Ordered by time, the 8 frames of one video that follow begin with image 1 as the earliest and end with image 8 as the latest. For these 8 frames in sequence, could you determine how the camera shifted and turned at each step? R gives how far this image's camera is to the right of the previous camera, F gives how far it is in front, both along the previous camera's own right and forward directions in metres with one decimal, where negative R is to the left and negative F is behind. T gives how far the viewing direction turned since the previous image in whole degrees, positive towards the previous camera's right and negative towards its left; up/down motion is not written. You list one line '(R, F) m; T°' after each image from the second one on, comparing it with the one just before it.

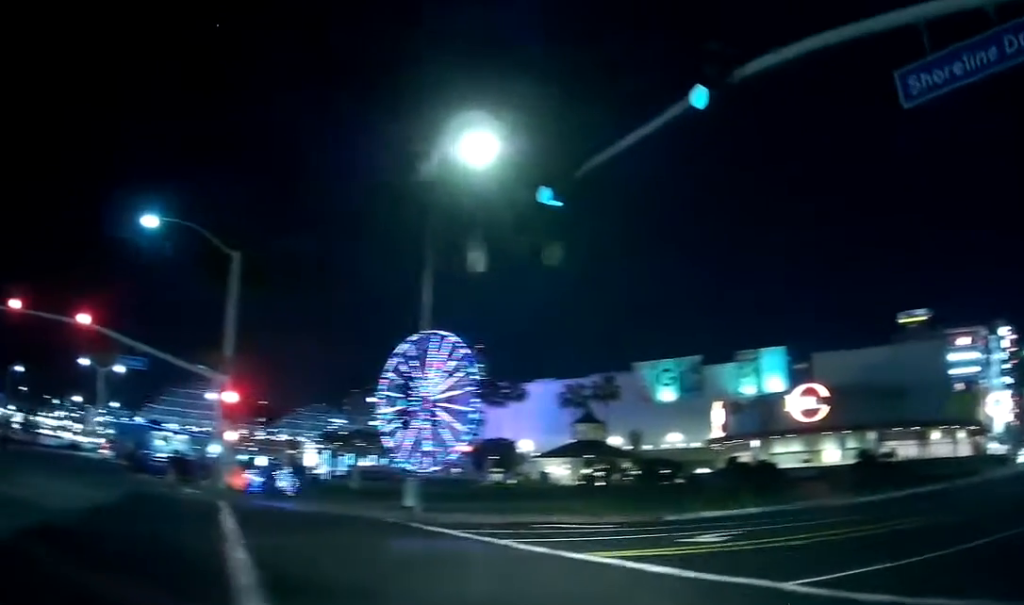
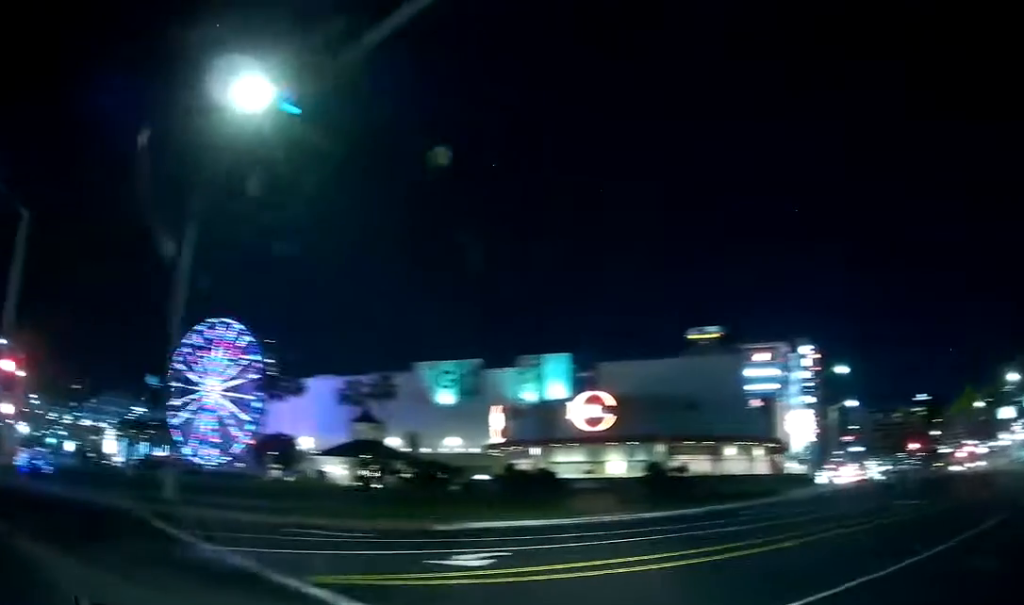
(+0.8, +3.7) m; +14°
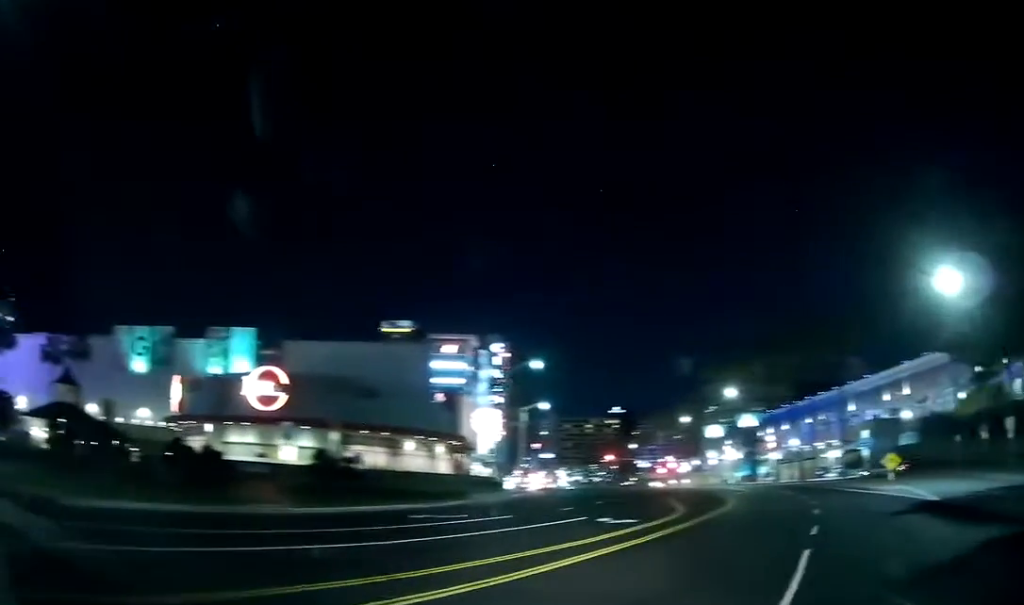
(+1.2, +6.4) m; +18°
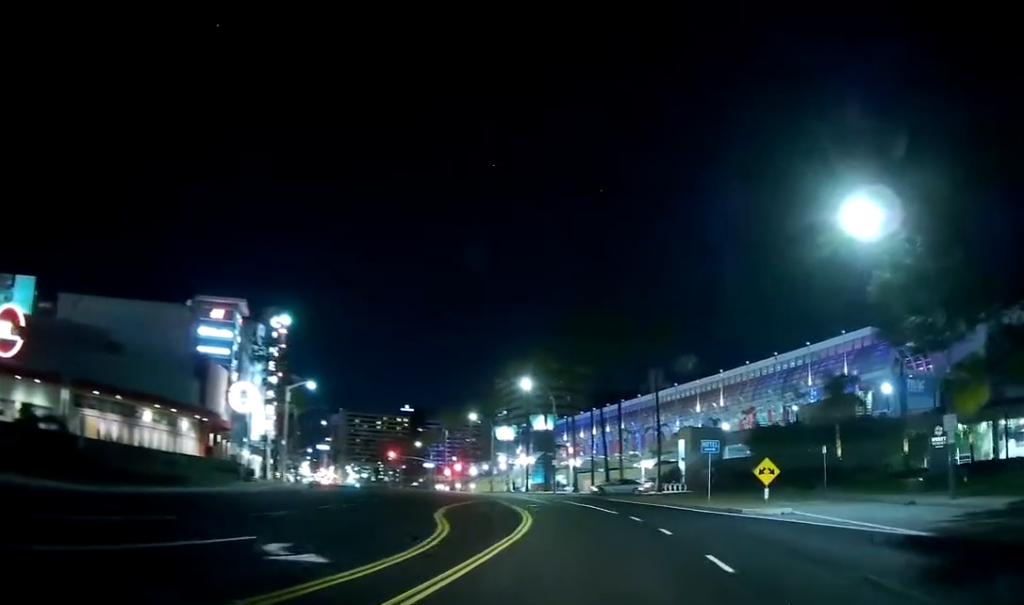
(+2.3, +12.5) m; +17°
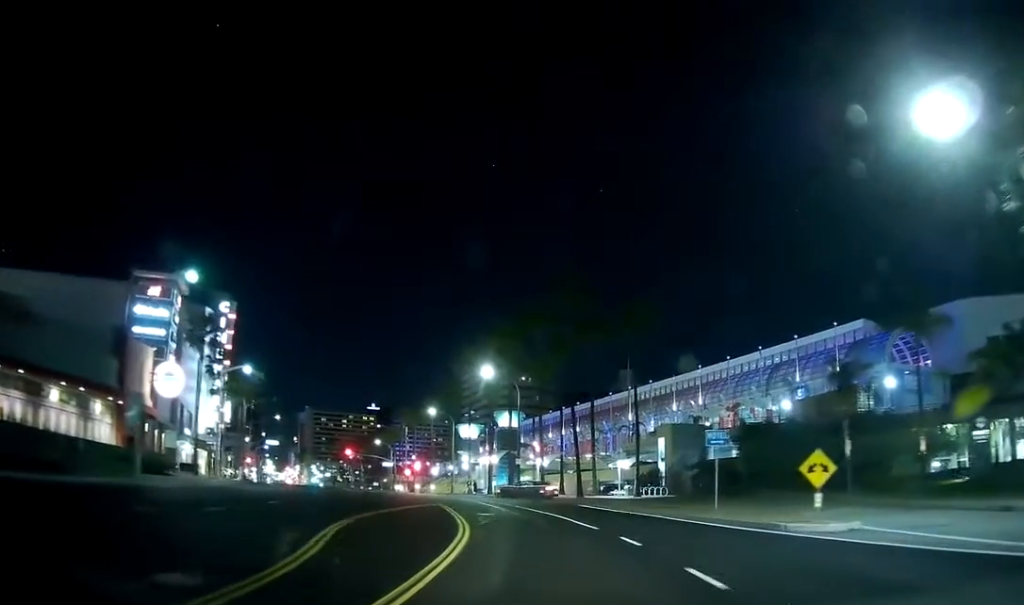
(+0.4, +9.0) m; +4°
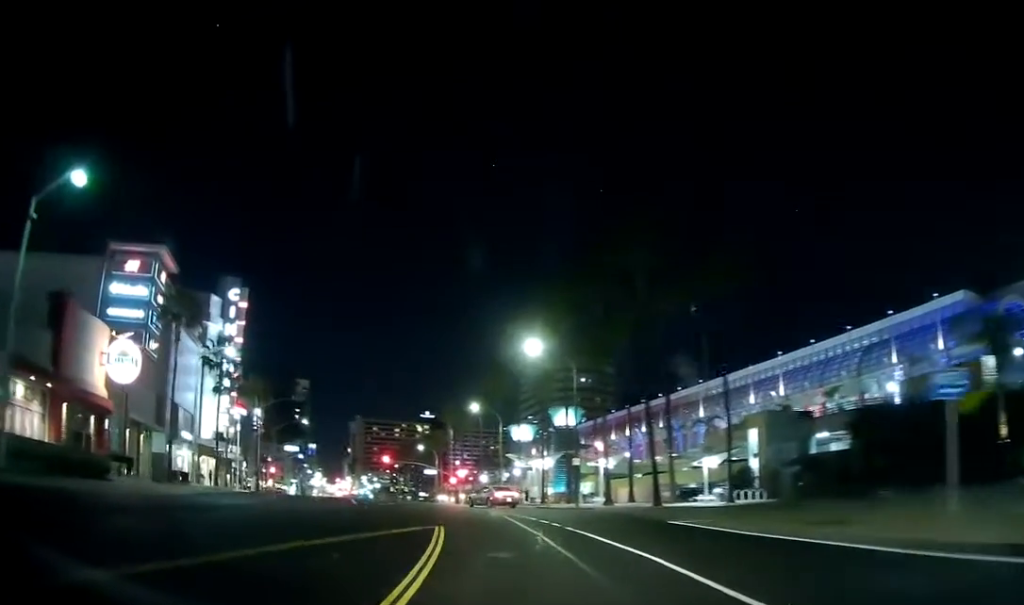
(+0.3, +14.8) m; -2°
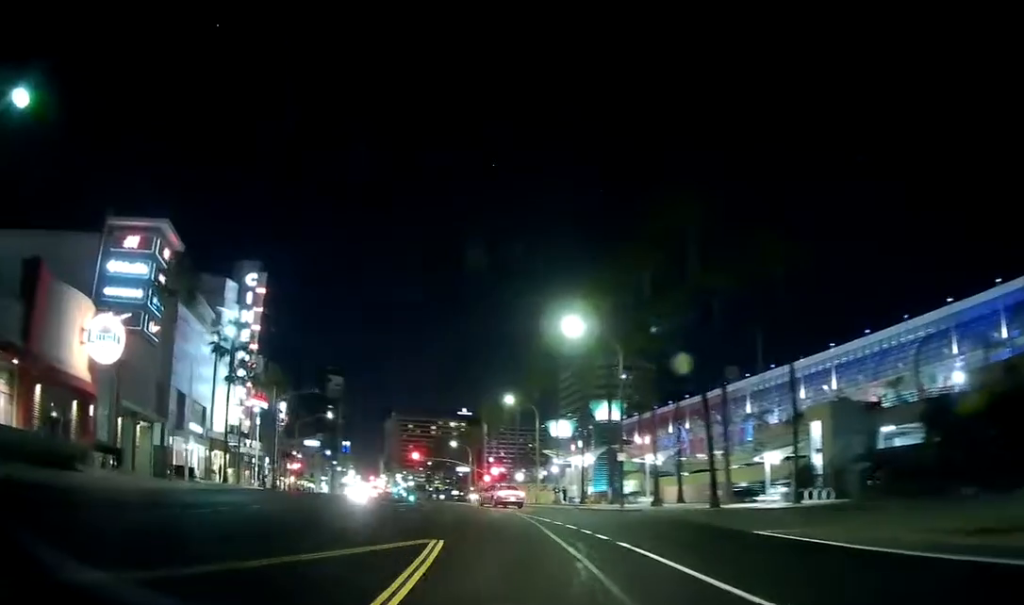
(+0.1, +6.1) m; -3°
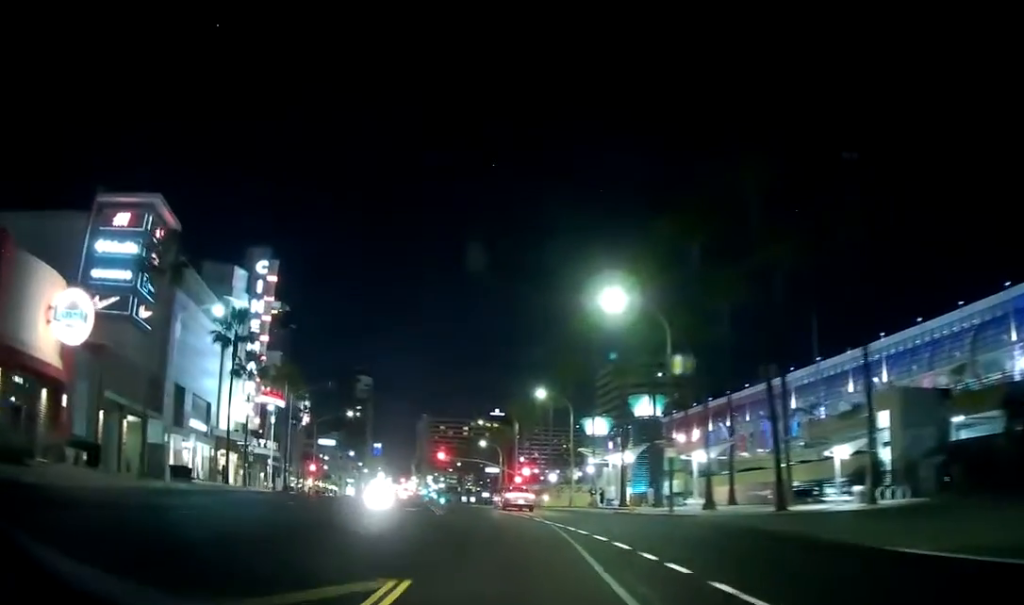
(-0.4, +6.5) m; -4°
